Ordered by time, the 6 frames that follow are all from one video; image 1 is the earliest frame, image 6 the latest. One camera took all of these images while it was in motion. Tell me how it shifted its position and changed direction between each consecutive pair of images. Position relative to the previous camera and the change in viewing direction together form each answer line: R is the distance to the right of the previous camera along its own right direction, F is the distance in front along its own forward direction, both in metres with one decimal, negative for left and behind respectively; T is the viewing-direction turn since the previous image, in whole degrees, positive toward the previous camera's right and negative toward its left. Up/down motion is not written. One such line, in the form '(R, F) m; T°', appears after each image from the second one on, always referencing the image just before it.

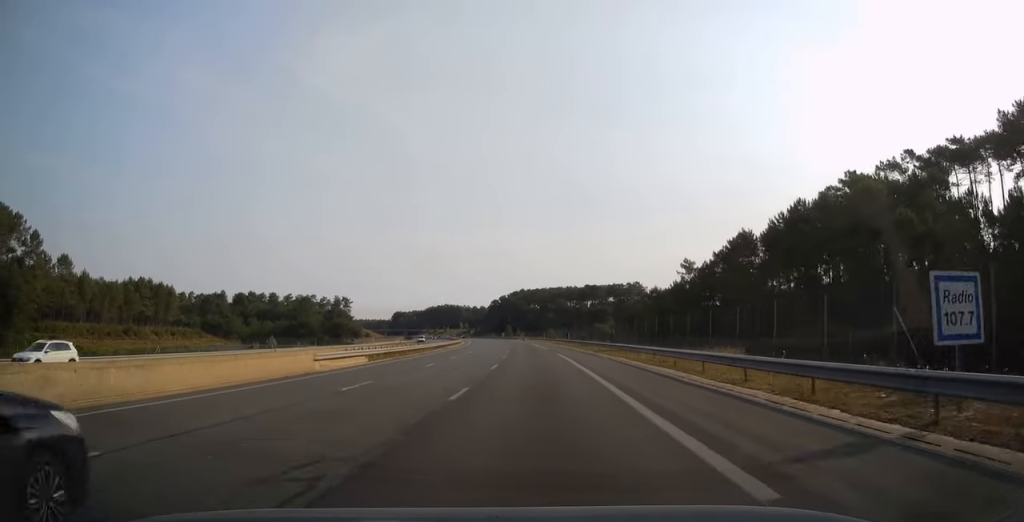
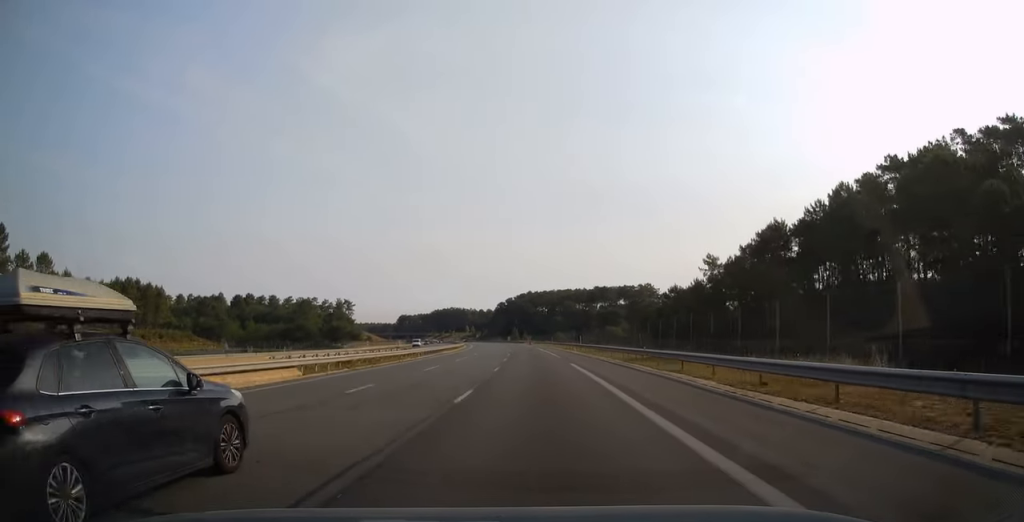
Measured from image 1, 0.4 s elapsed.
(0.0, +12.8) m; -1°
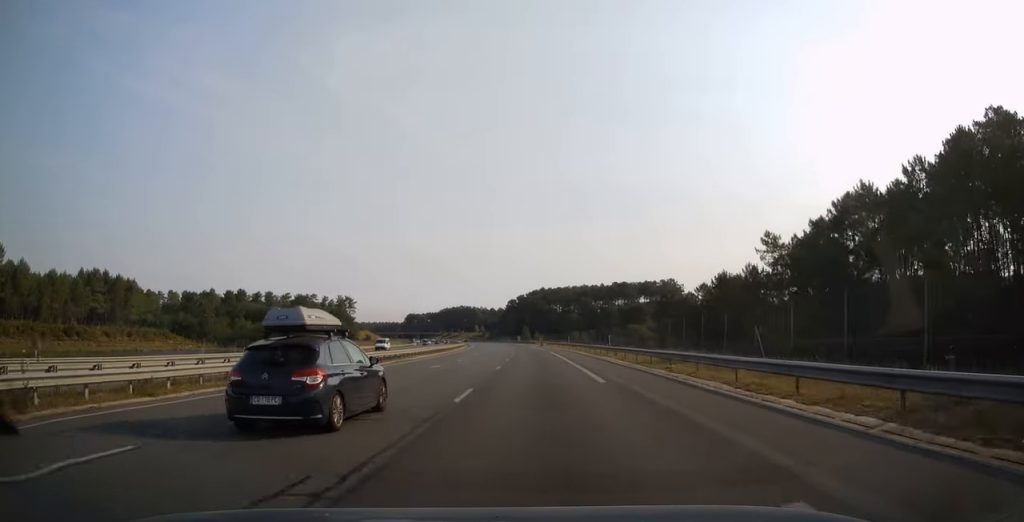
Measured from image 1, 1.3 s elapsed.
(-0.3, +26.2) m; -1°
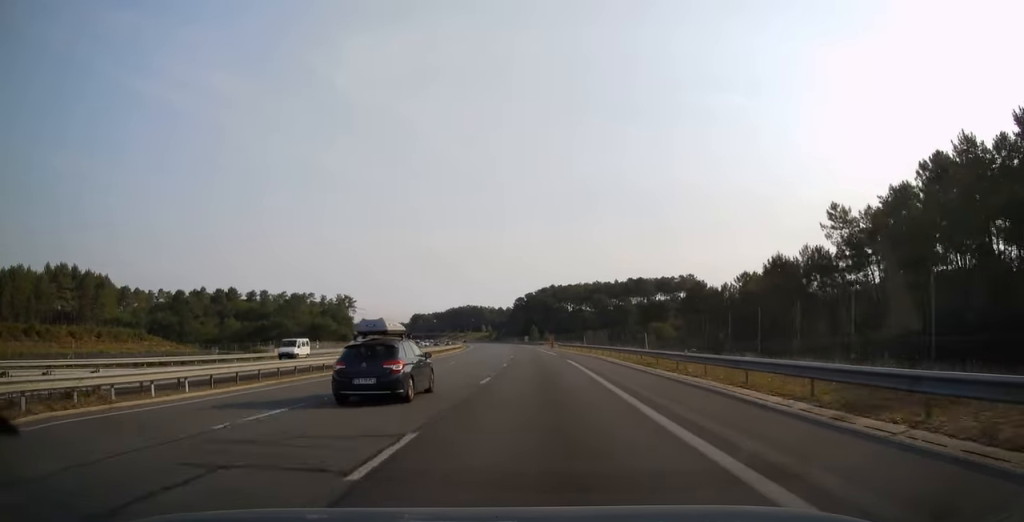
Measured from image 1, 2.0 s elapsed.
(-0.2, +20.8) m; -1°
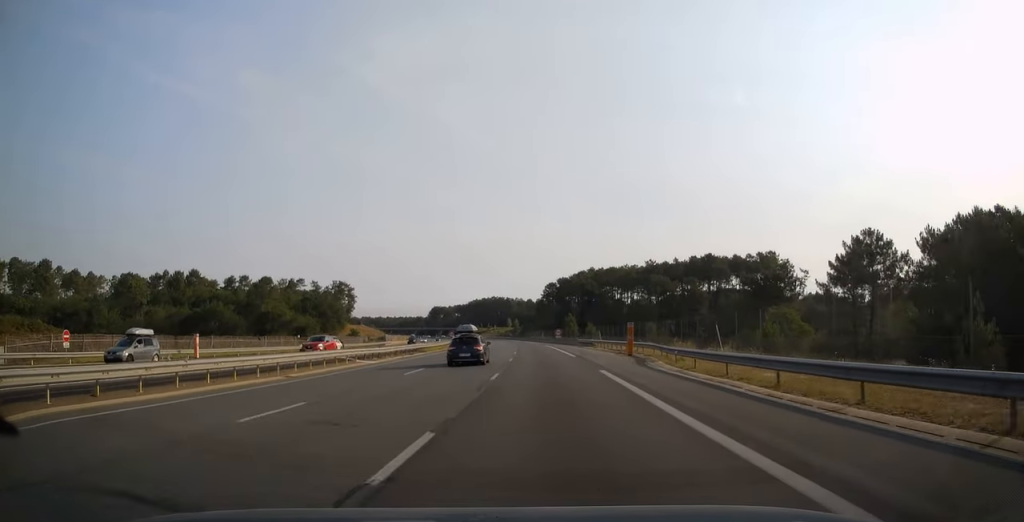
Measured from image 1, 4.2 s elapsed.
(-1.5, +65.5) m; -3°
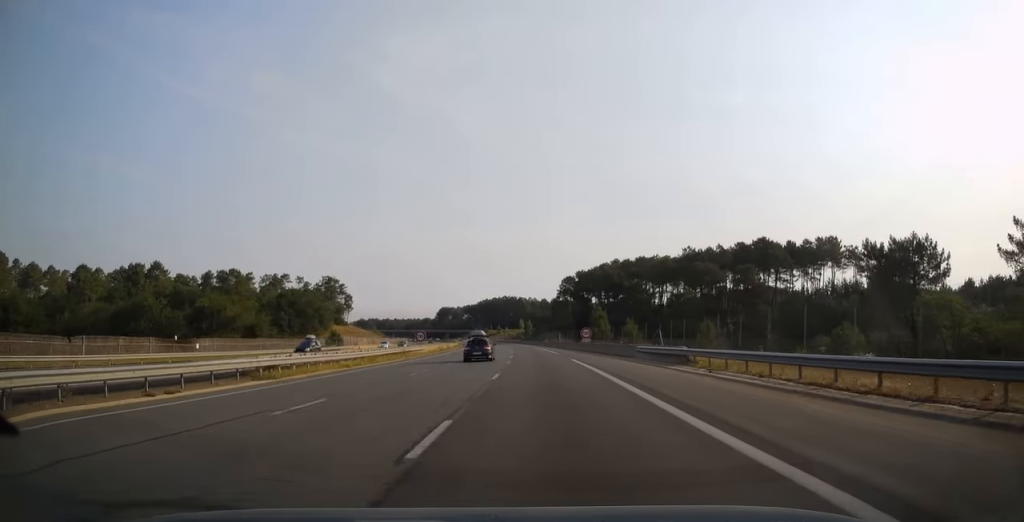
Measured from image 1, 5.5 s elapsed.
(-0.6, +37.8) m; -2°
